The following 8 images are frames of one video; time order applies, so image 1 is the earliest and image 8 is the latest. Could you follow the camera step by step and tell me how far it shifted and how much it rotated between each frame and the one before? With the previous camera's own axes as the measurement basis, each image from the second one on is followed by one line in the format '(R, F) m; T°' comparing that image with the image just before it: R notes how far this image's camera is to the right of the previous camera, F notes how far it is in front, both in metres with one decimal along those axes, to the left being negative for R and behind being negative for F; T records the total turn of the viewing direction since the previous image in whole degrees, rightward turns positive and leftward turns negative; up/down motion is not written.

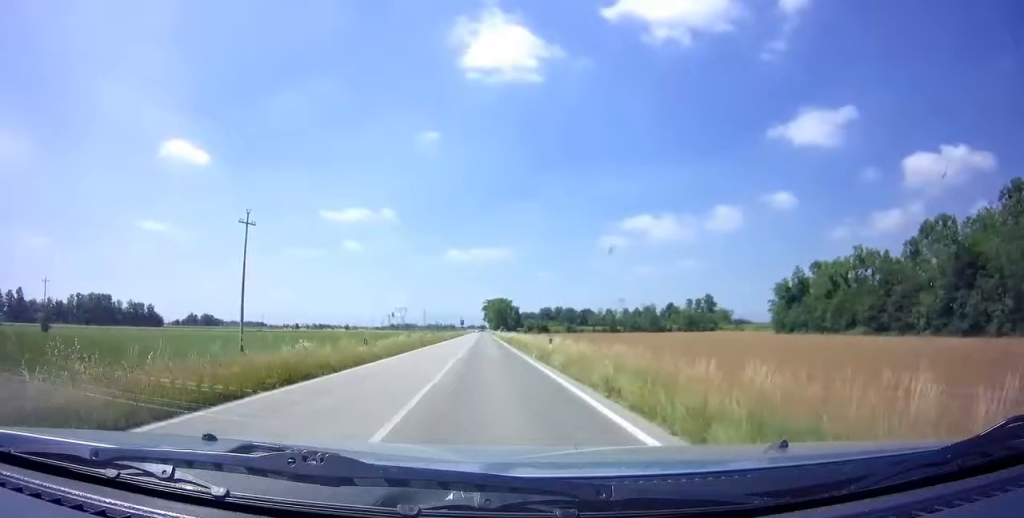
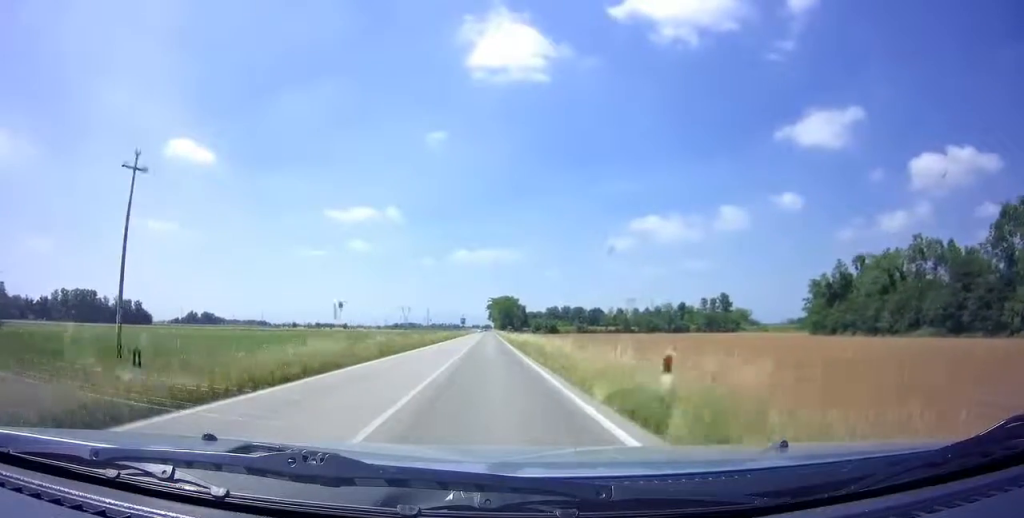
(-0.1, +14.4) m; -1°
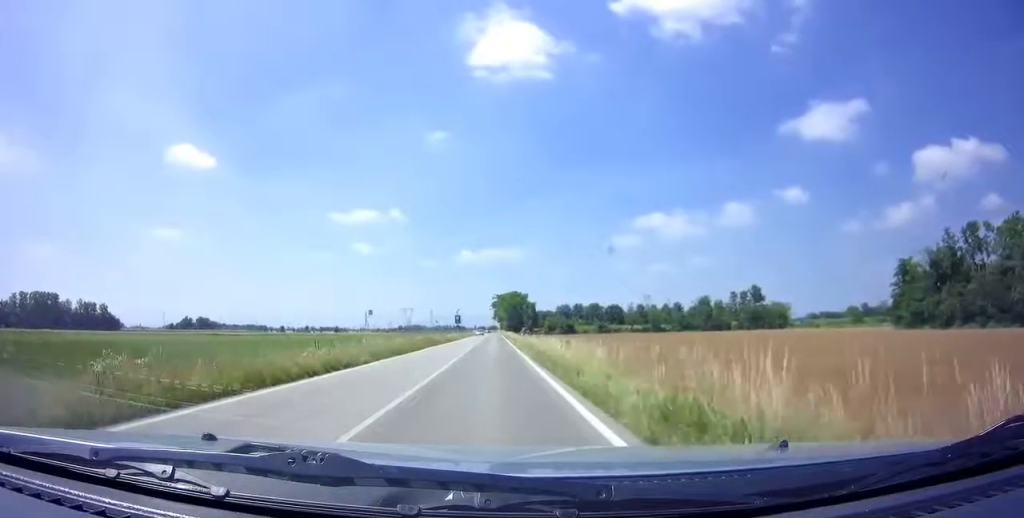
(-0.1, +31.9) m; 0°
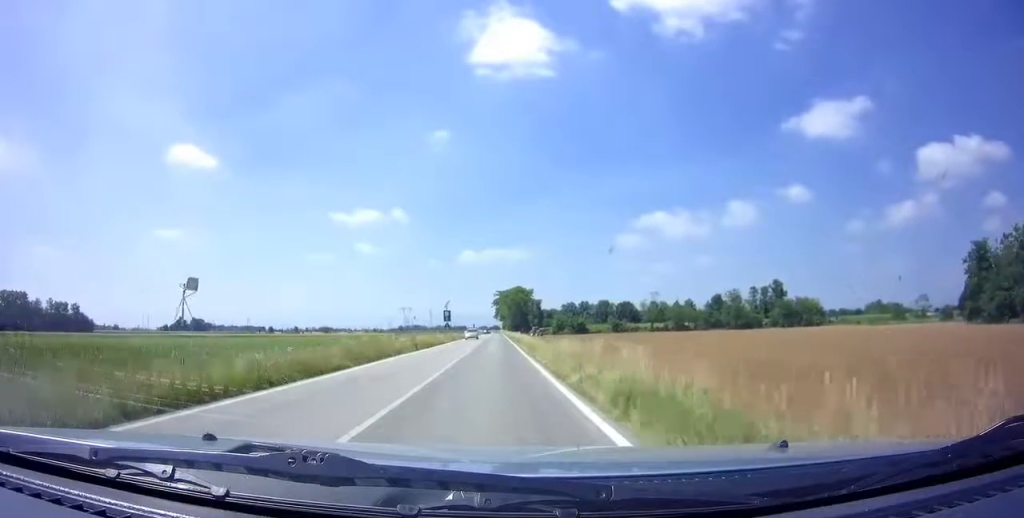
(-0.1, +20.8) m; -1°
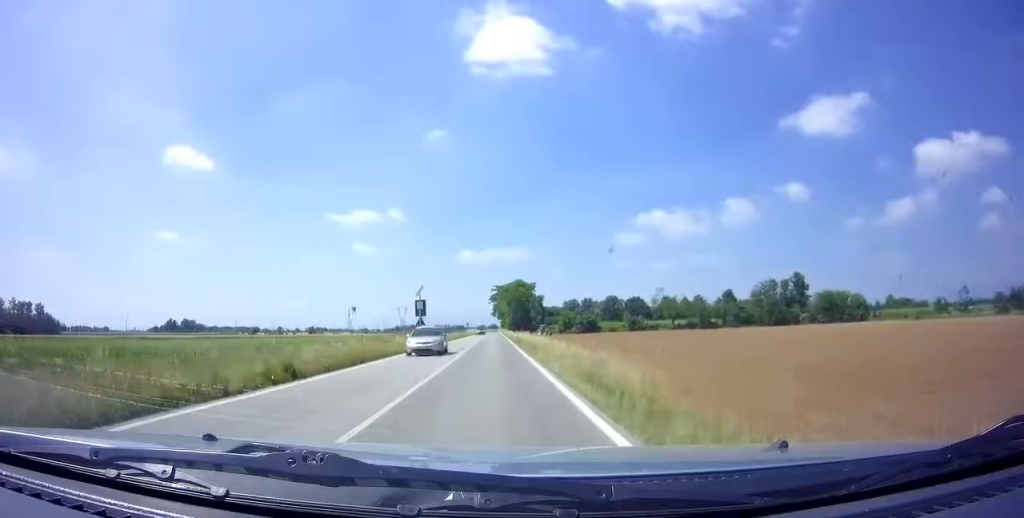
(-0.1, +19.9) m; 0°
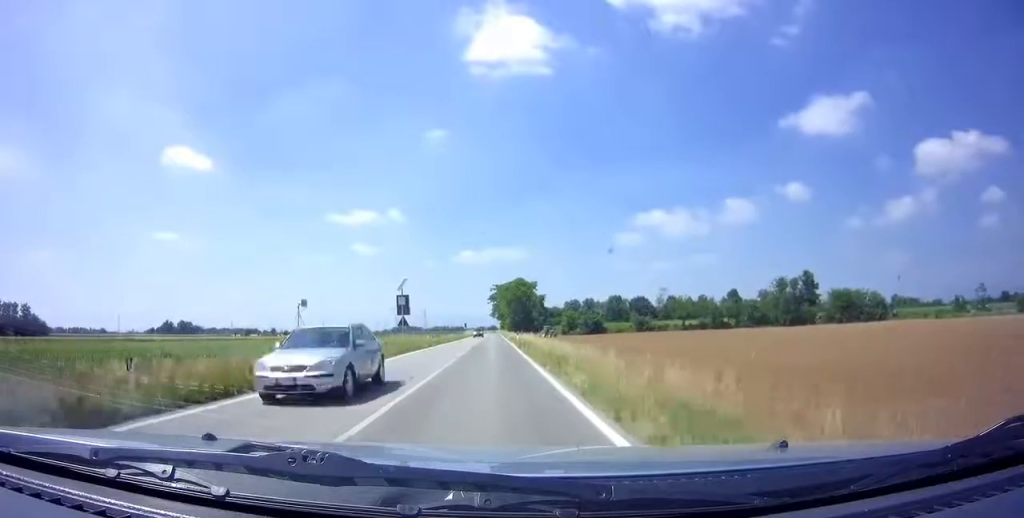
(0.0, +8.2) m; 0°
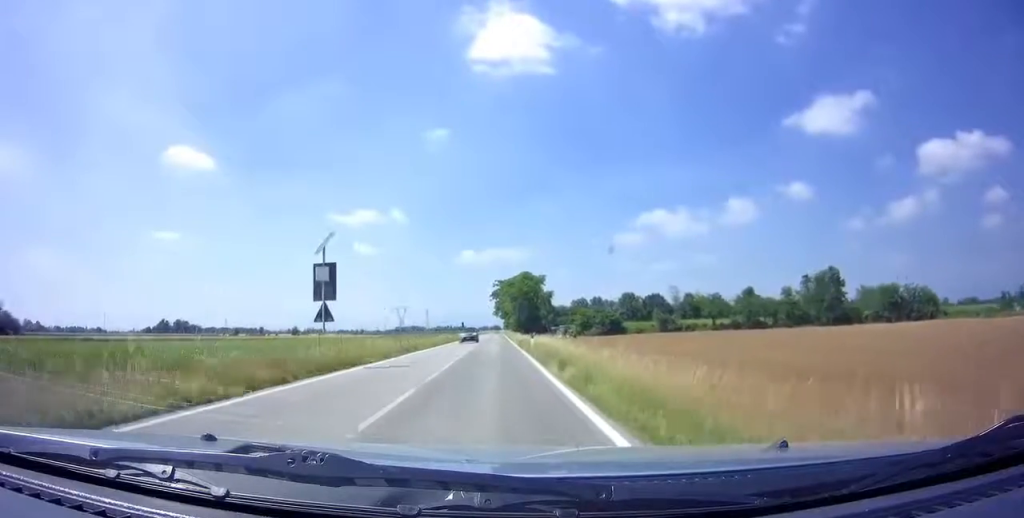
(0.0, +15.9) m; 0°
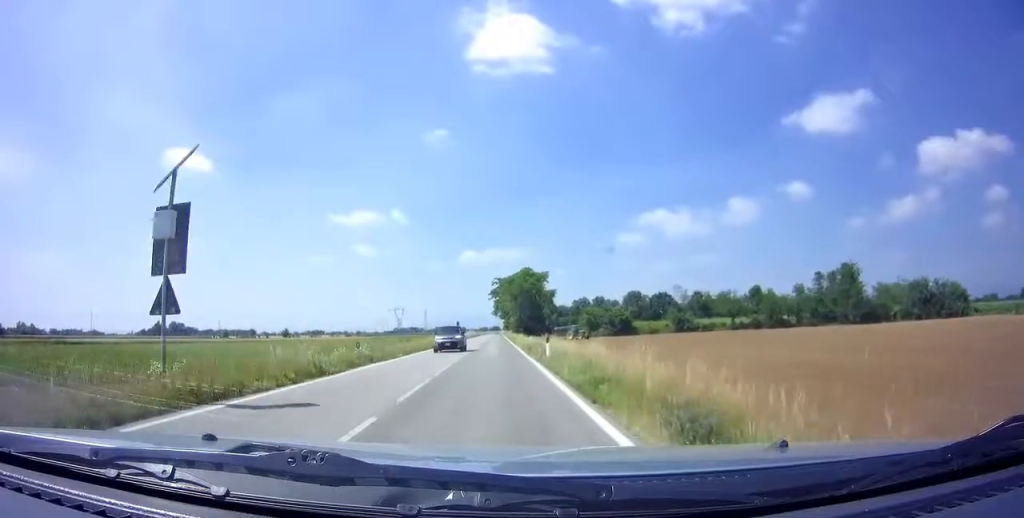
(0.0, +10.1) m; 0°
